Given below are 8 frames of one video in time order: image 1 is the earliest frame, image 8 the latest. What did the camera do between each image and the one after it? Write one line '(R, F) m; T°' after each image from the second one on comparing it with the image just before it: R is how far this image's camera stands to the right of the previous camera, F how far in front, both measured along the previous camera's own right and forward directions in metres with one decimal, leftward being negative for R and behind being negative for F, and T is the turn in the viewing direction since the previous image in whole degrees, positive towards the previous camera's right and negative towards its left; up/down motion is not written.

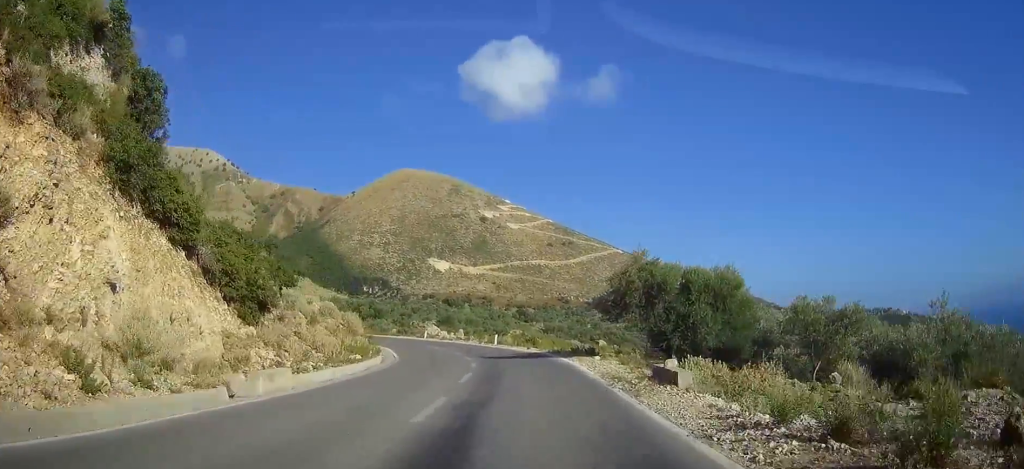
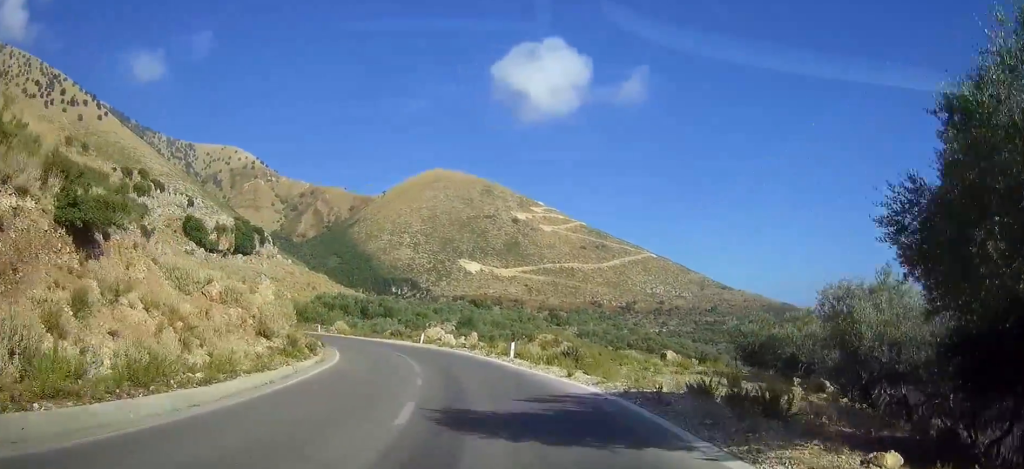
(-0.9, +20.9) m; -5°
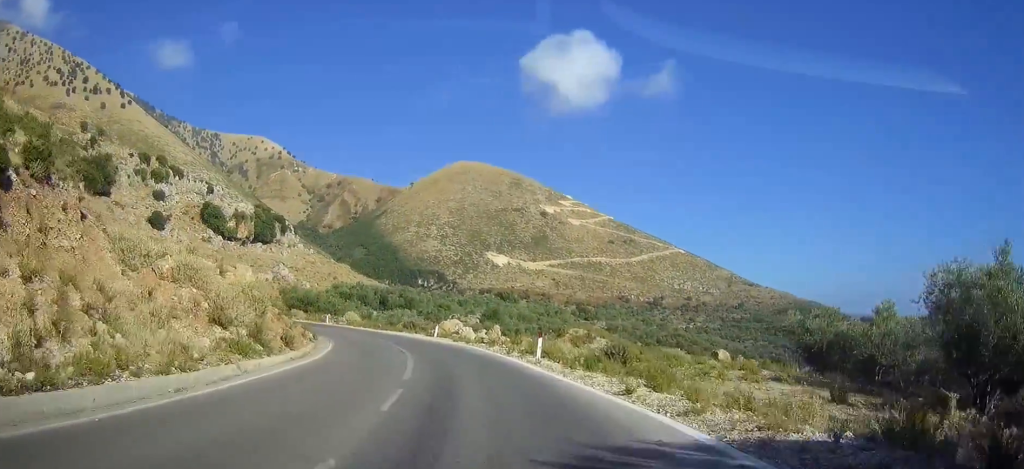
(-0.1, +6.7) m; -1°
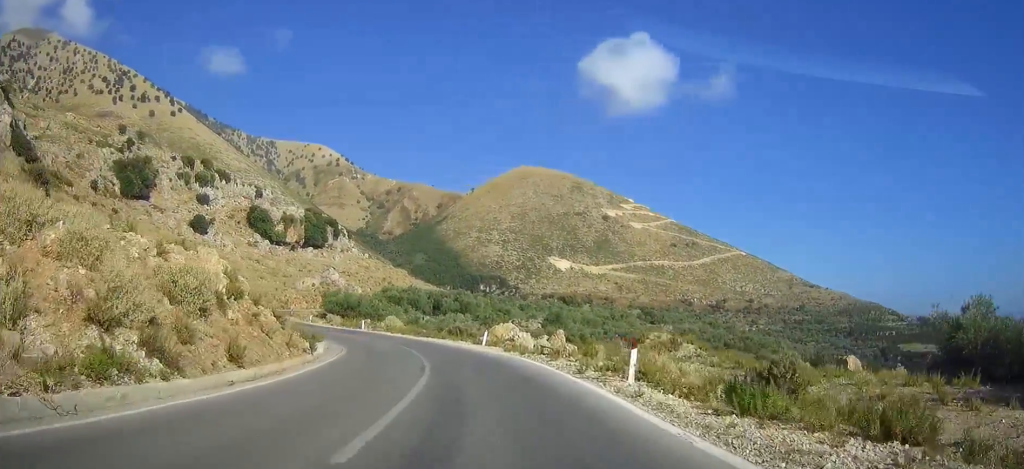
(0.0, +9.7) m; 0°
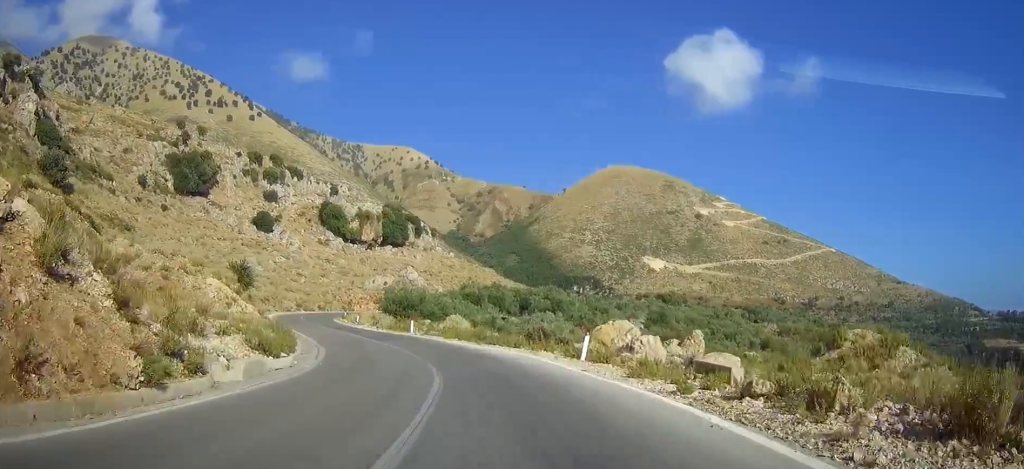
(-0.4, +16.7) m; -12°
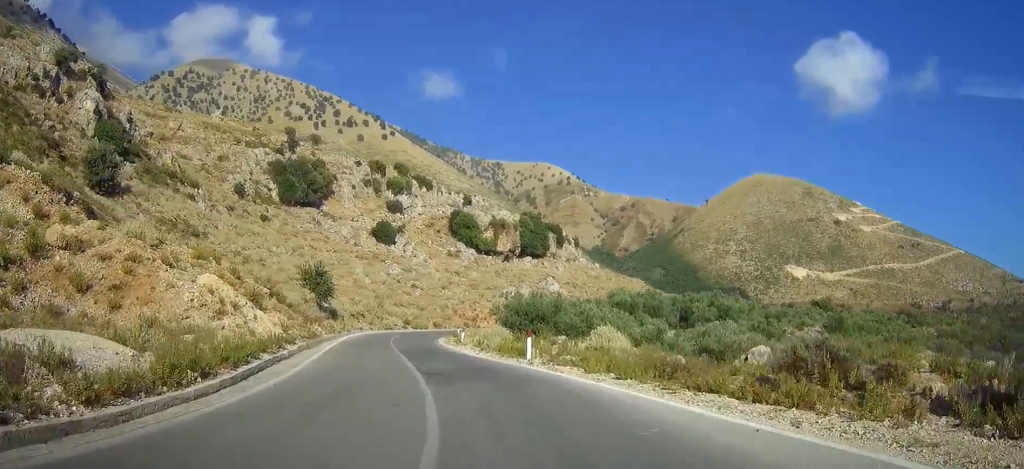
(-3.6, +19.1) m; -11°
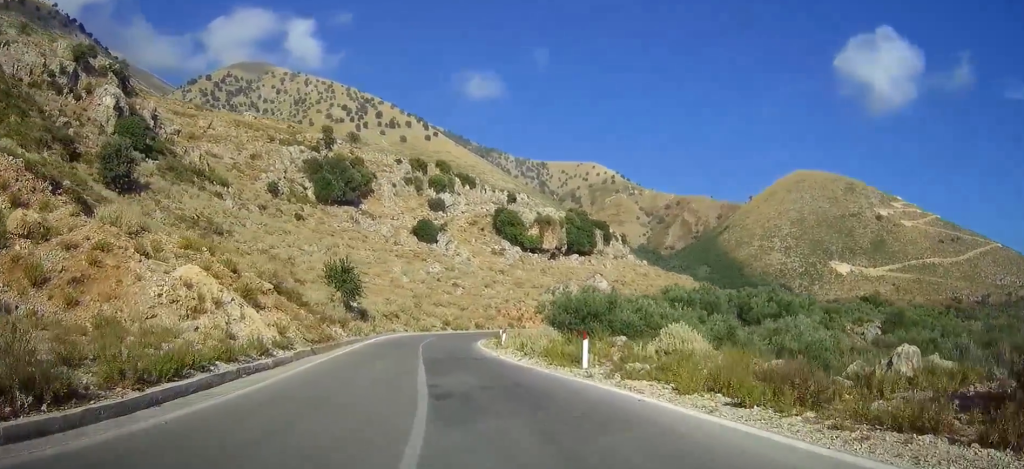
(0.0, +6.0) m; 0°
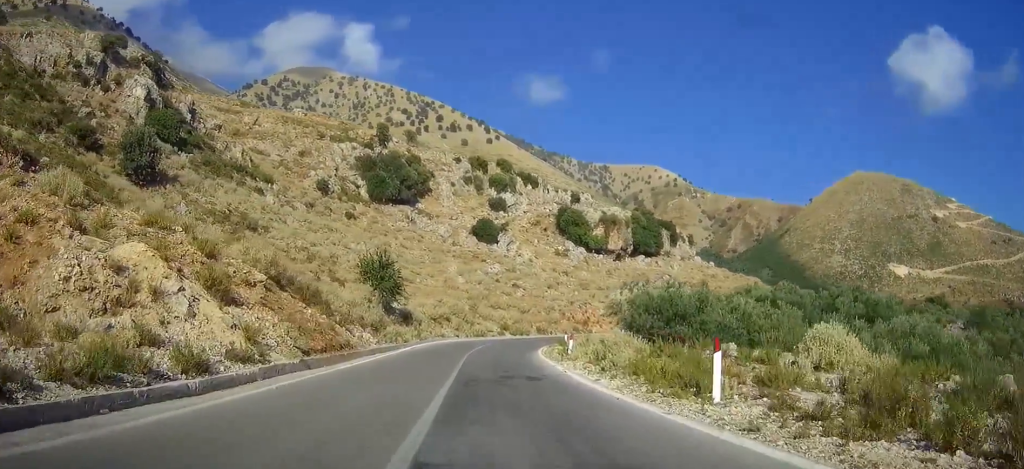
(0.0, +8.0) m; -3°
